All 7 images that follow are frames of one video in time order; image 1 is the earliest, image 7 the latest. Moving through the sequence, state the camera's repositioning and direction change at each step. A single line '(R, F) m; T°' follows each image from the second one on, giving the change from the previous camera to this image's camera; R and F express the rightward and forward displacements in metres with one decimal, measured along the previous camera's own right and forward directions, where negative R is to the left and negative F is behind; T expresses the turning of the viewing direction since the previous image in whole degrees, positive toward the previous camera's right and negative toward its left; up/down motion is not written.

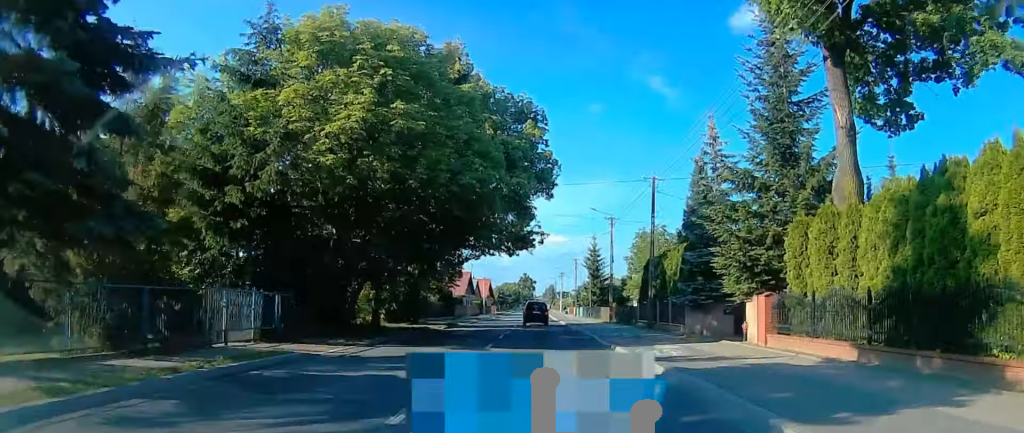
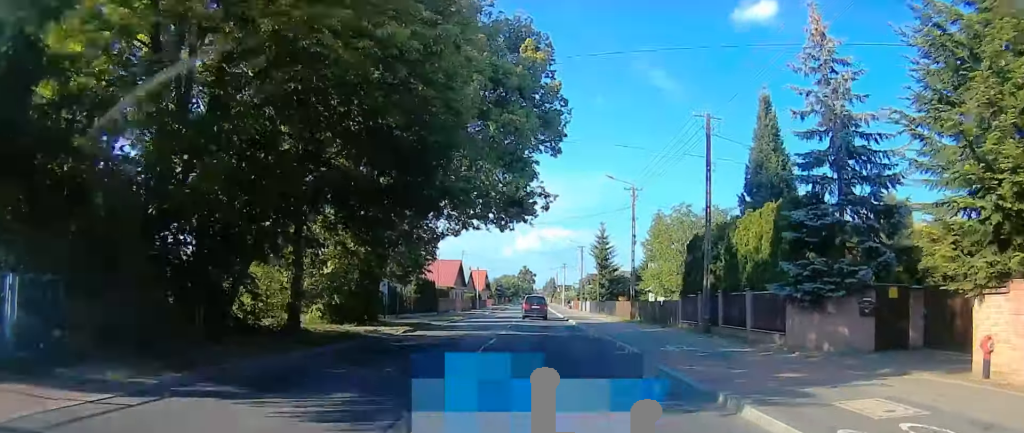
(-0.1, +11.5) m; 0°
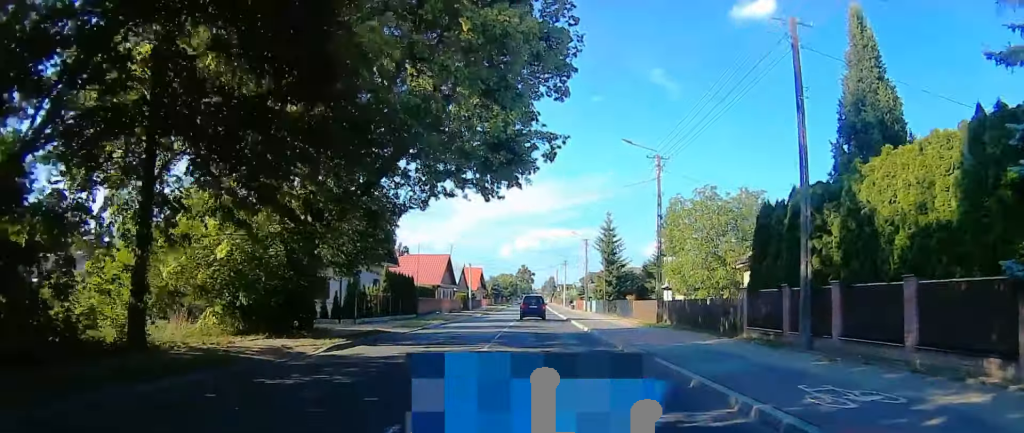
(0.0, +9.3) m; 0°
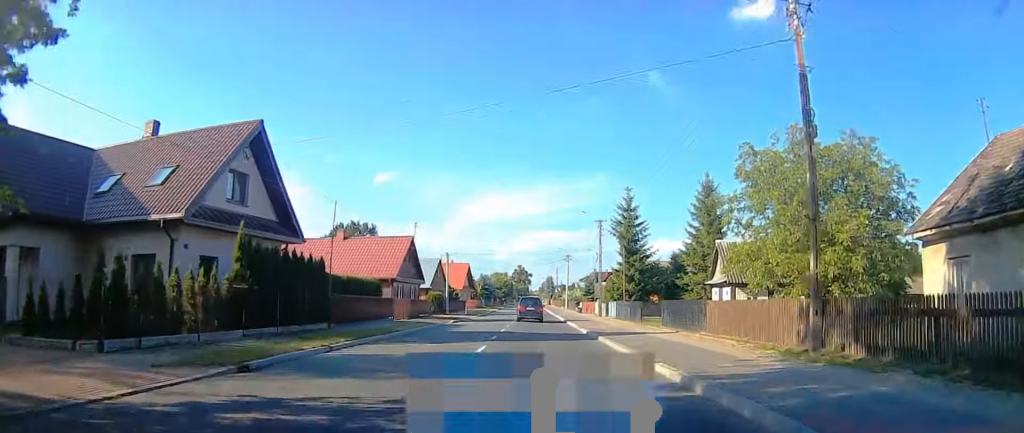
(0.0, +18.1) m; 0°
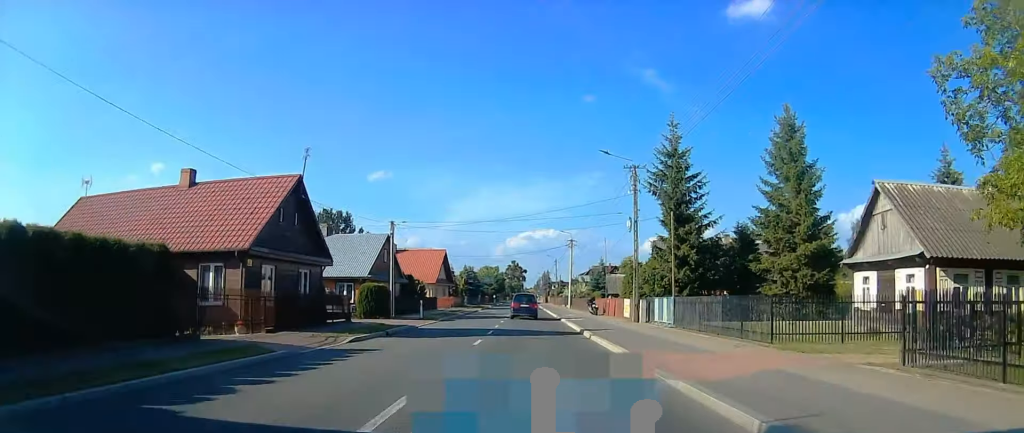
(0.0, +22.5) m; 0°
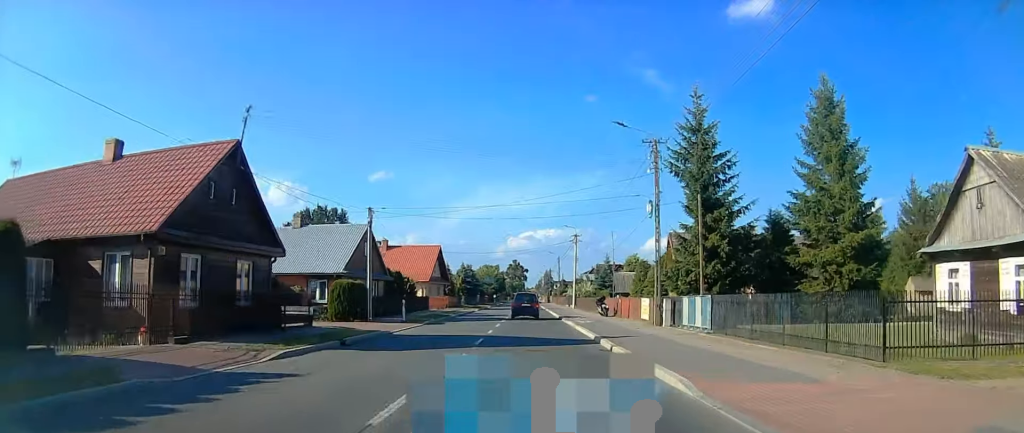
(0.0, +5.6) m; 0°
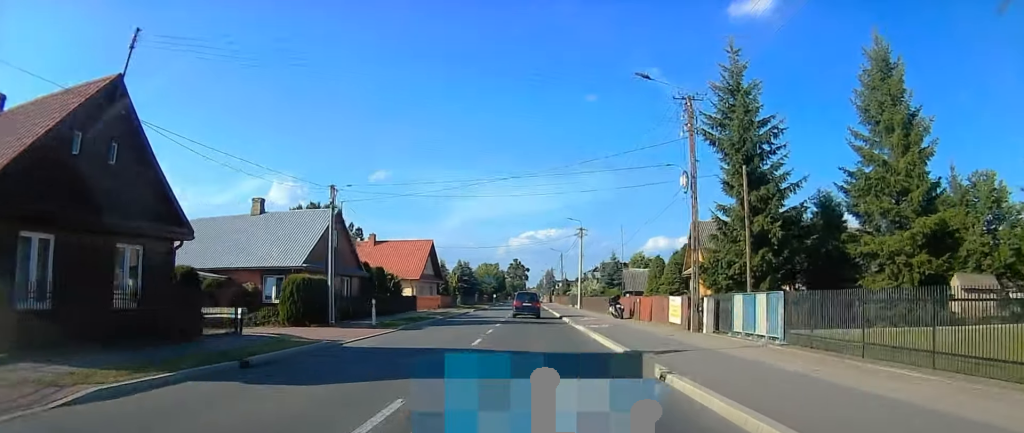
(0.0, +6.4) m; 0°
